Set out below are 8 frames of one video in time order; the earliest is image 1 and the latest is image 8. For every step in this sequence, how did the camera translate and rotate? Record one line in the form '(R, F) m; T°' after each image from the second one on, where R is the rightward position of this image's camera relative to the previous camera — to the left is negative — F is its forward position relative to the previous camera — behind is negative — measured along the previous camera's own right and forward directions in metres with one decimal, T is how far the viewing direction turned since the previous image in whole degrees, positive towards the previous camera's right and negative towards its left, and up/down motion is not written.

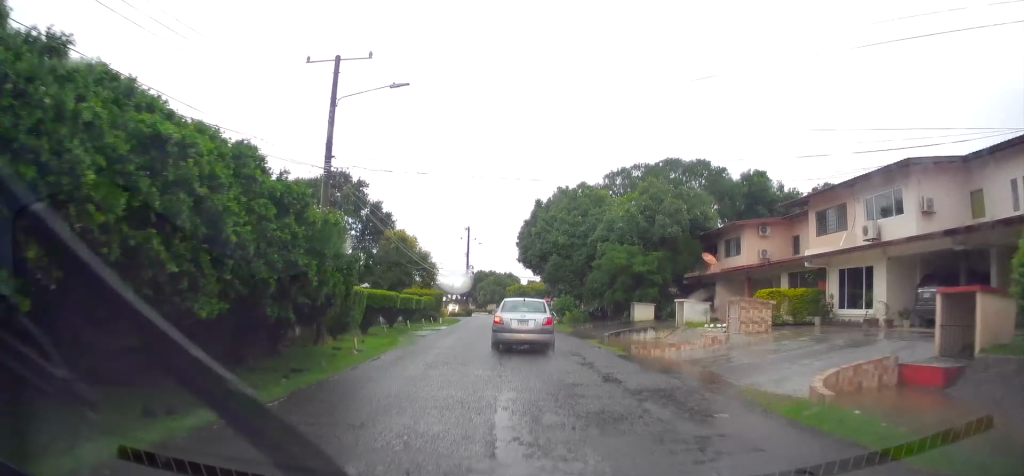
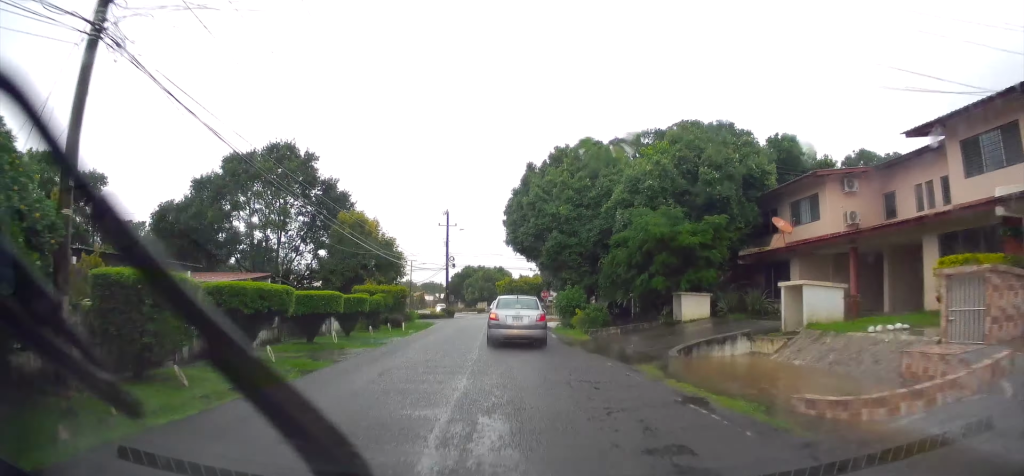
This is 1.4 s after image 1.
(+0.7, +11.0) m; +1°
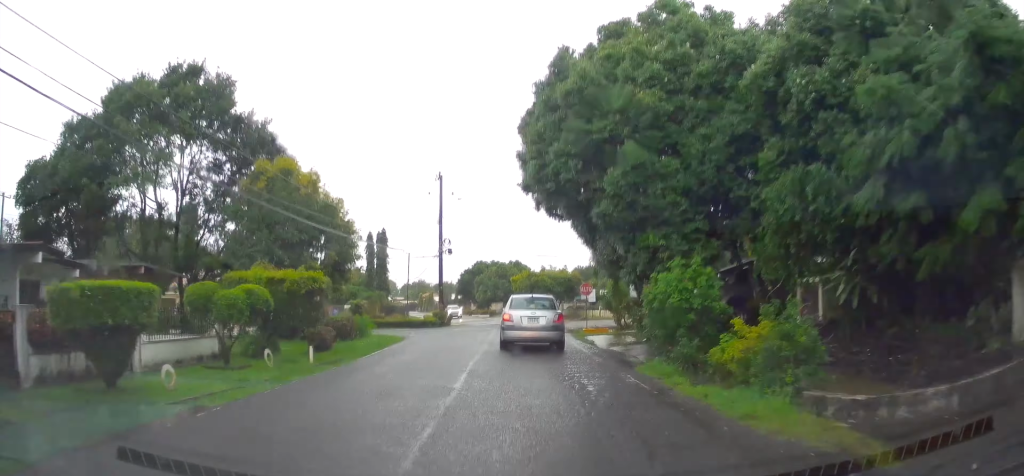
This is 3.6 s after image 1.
(-0.8, +15.8) m; -3°
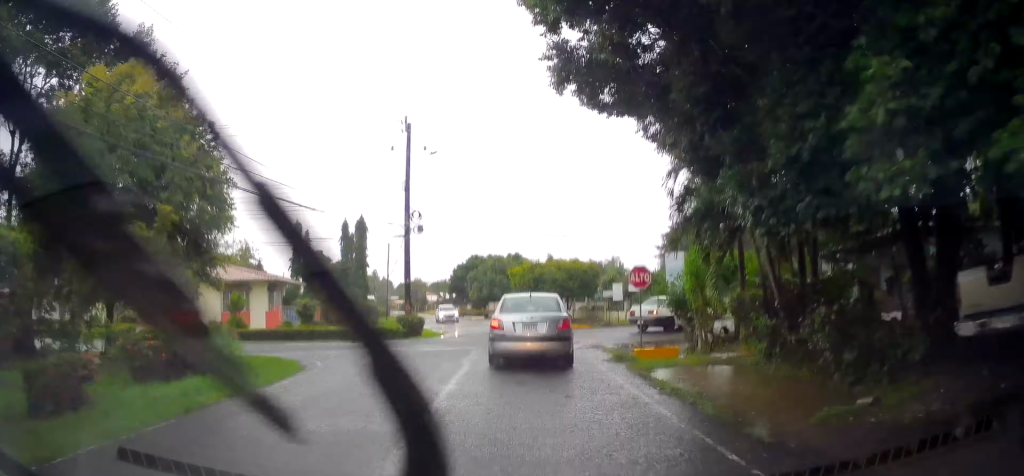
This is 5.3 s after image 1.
(-0.1, +11.4) m; +1°
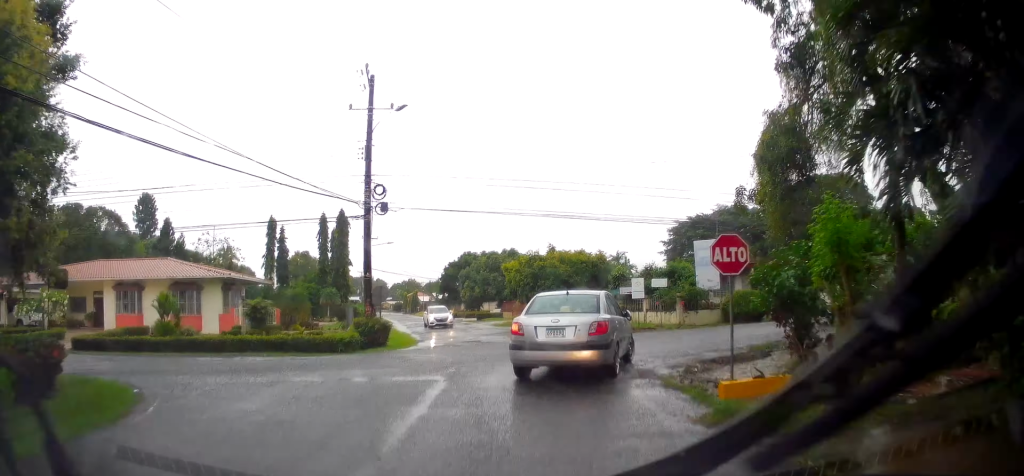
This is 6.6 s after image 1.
(+0.1, +7.0) m; +2°
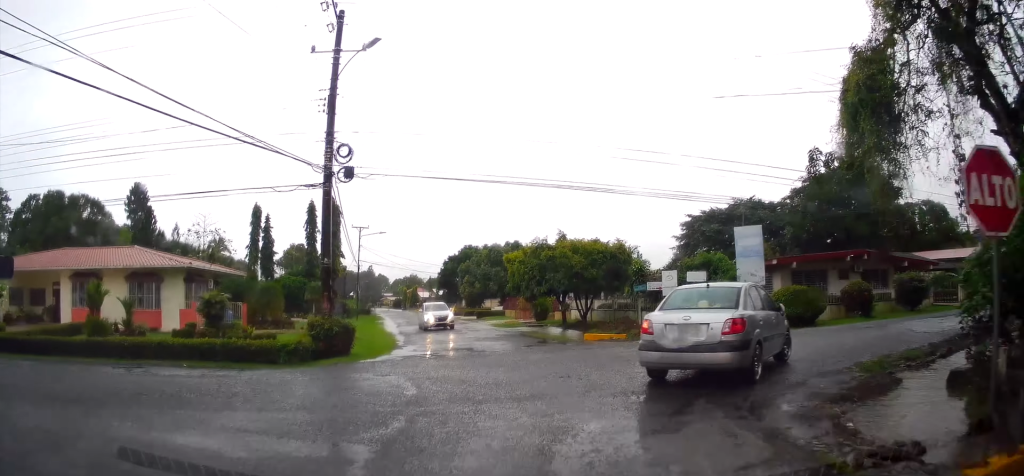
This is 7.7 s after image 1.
(0.0, +5.7) m; +4°
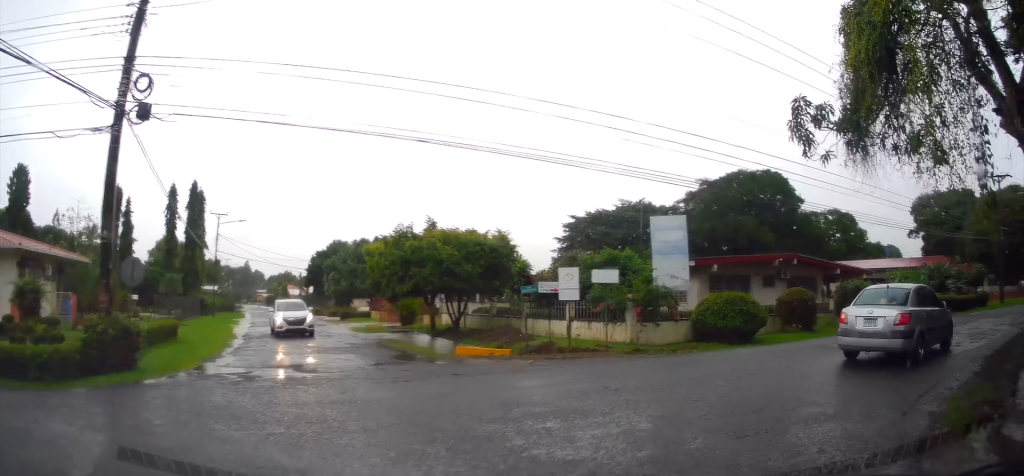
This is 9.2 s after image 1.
(-0.1, +6.8) m; +17°
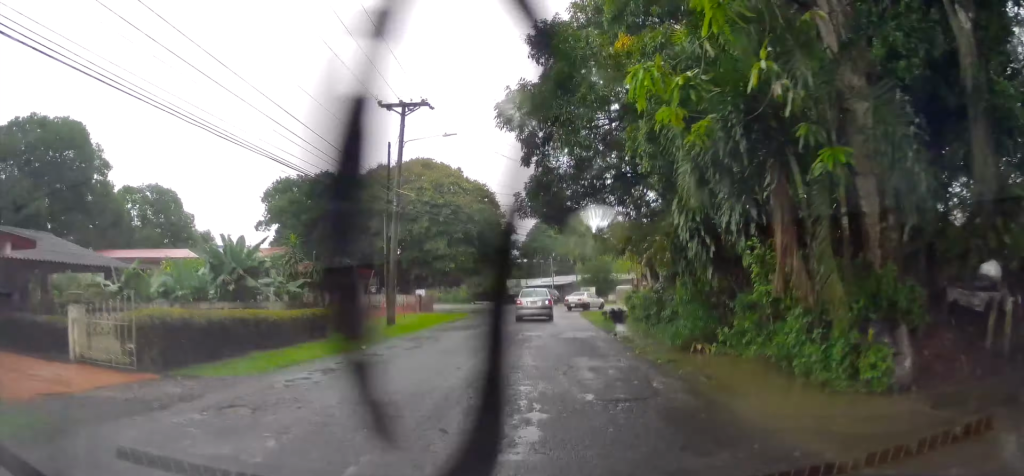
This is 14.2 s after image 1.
(+13.5, +18.7) m; +50°
